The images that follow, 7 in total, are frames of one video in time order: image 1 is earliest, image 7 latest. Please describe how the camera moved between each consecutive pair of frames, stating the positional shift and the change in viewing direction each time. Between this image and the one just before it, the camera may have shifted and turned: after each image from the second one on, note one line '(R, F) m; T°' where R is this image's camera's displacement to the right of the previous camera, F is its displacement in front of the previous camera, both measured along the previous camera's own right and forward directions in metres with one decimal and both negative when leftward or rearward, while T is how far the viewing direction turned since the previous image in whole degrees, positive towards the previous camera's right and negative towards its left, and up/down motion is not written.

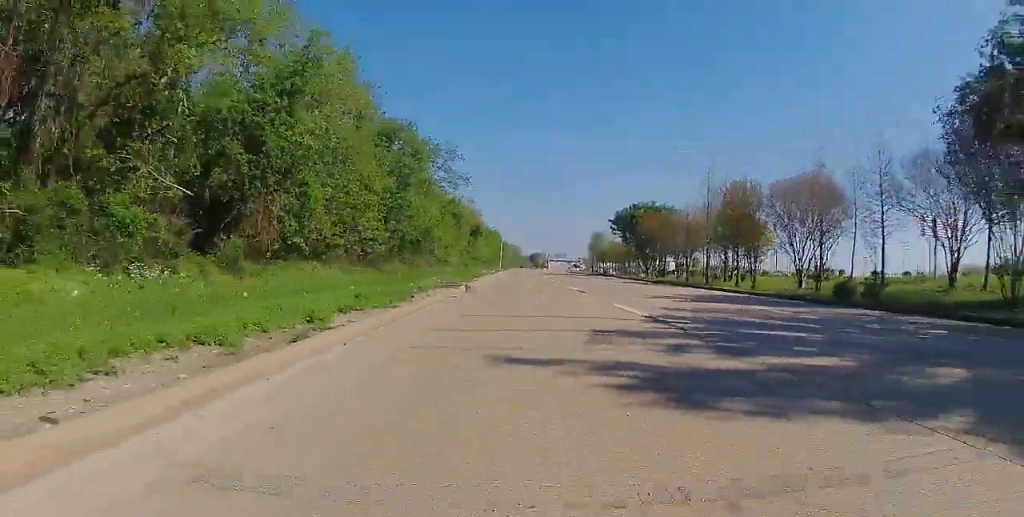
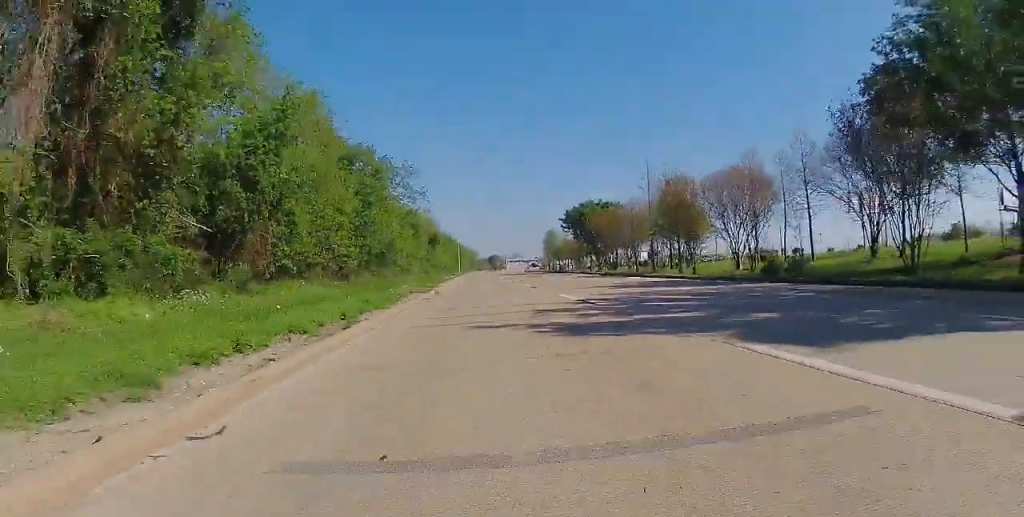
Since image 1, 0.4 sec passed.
(0.0, +3.4) m; +1°
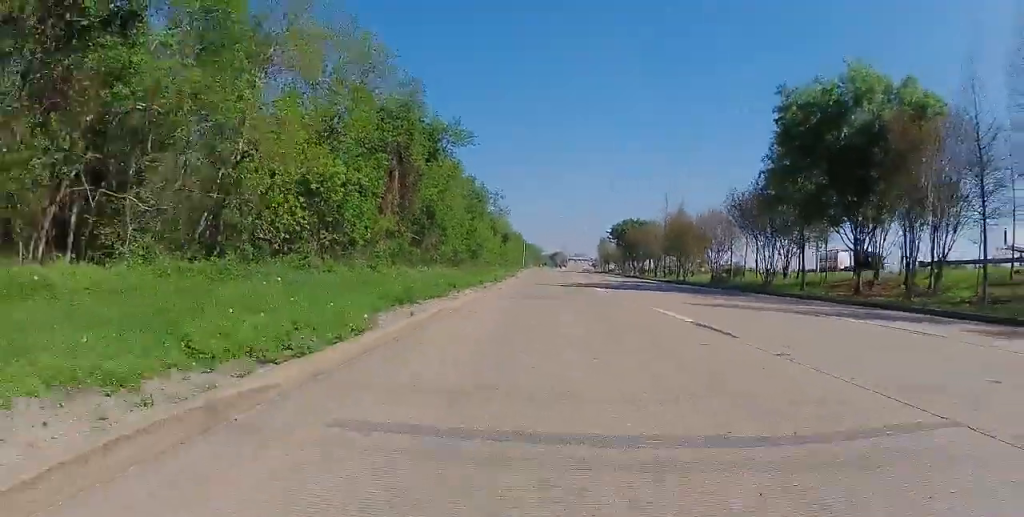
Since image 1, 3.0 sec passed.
(+0.6, +19.6) m; +2°
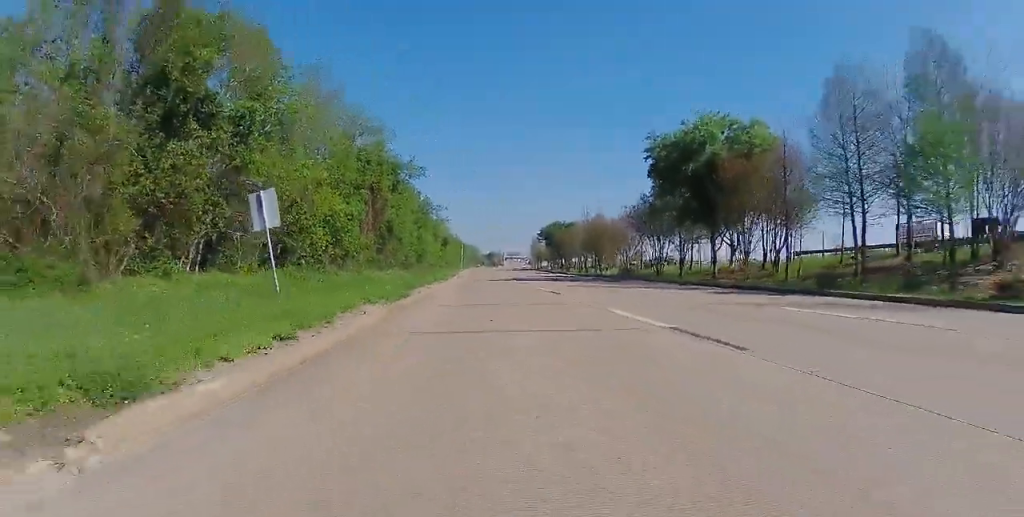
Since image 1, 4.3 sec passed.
(+0.4, +9.9) m; 0°
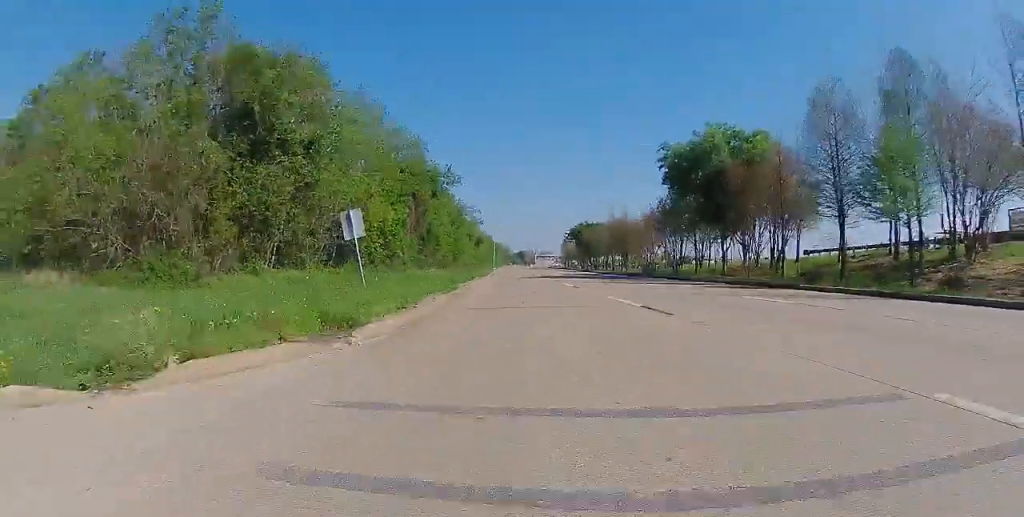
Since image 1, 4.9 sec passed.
(-0.2, +4.0) m; -1°
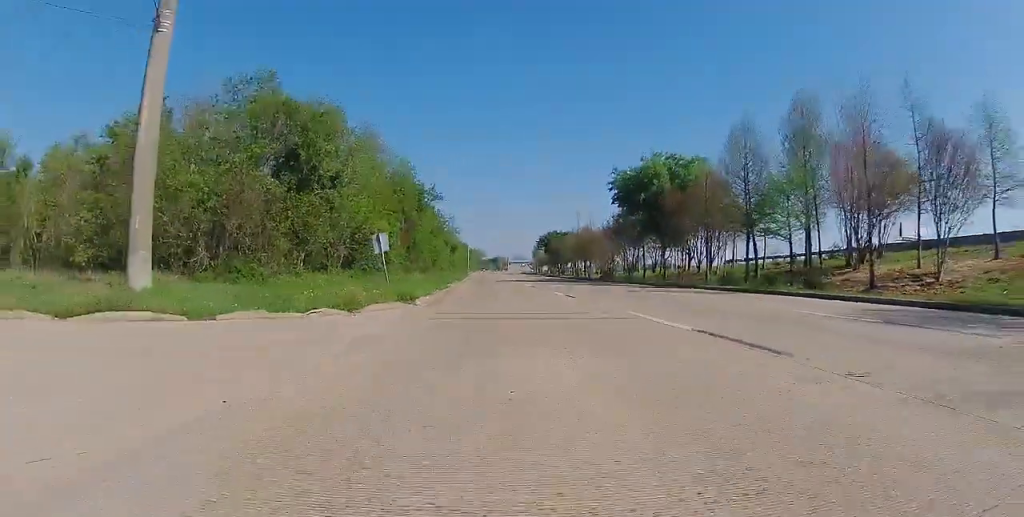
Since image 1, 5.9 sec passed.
(0.0, +7.5) m; 0°
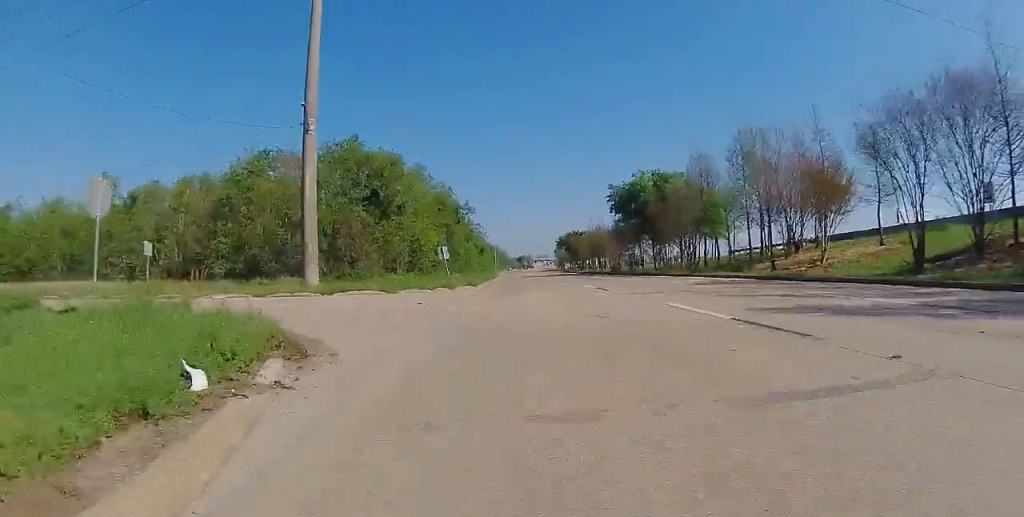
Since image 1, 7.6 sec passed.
(+0.1, +11.9) m; 0°
